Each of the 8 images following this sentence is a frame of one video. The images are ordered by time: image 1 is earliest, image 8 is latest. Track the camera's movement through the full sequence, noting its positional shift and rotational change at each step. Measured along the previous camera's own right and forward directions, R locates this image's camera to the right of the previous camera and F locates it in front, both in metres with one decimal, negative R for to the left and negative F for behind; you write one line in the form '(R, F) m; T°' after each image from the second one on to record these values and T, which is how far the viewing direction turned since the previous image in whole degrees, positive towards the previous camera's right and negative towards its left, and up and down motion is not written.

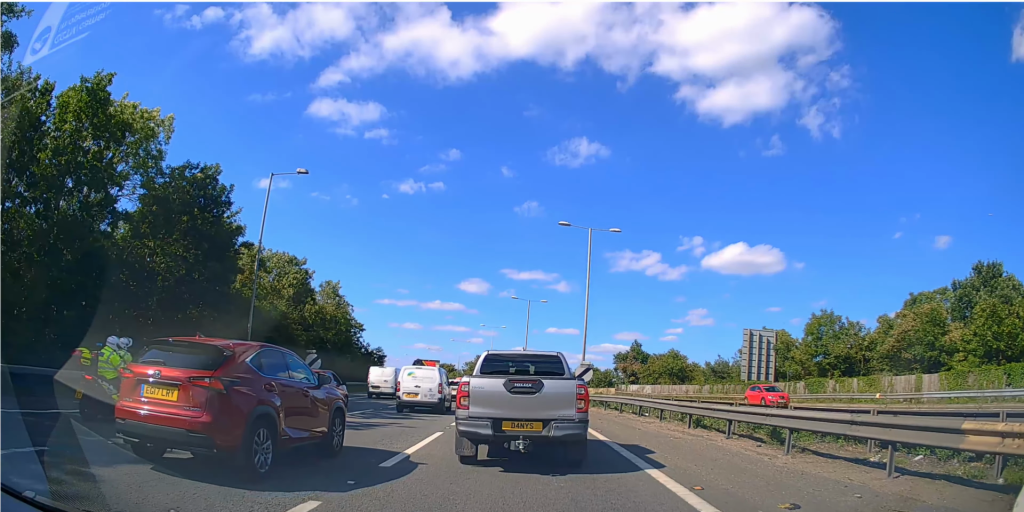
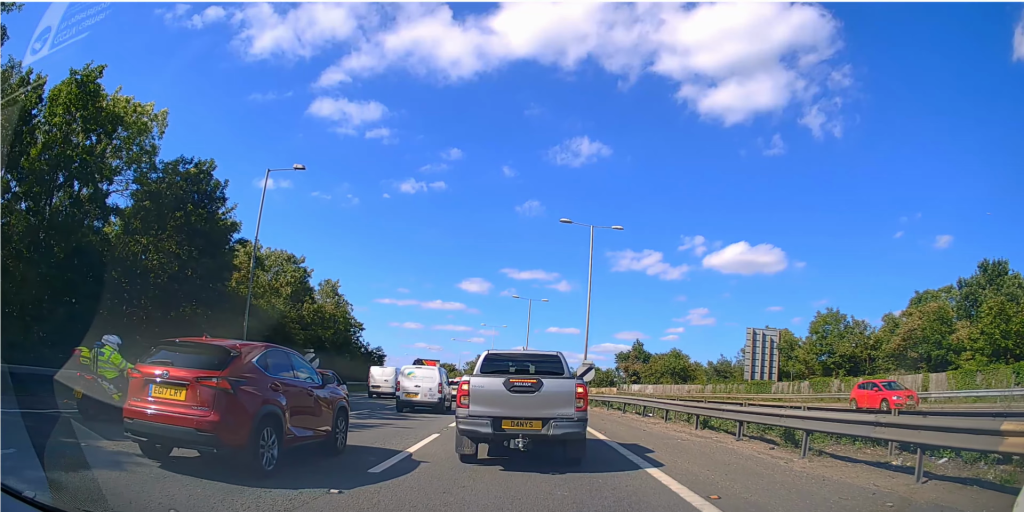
(0.0, +0.2) m; 0°
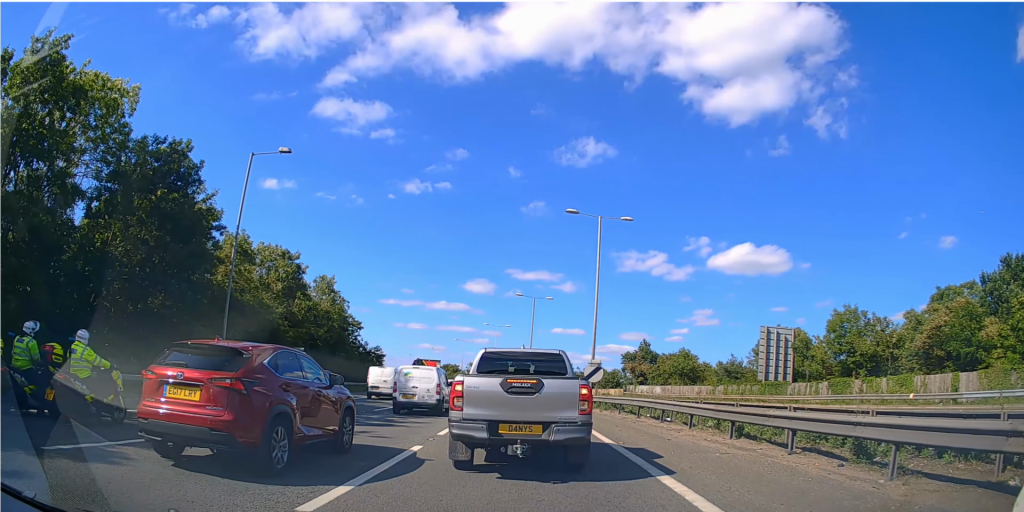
(+0.1, +1.4) m; 0°
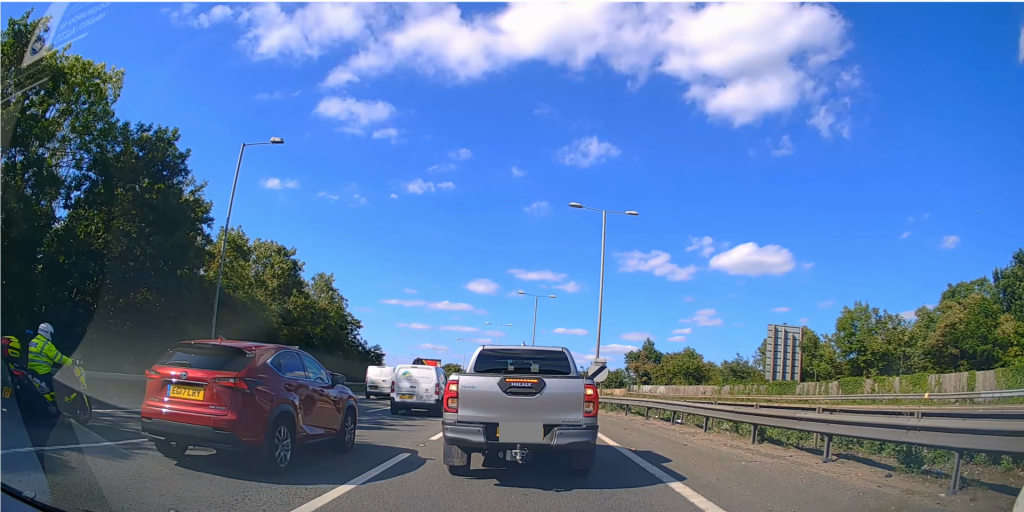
(+0.1, +0.9) m; 0°
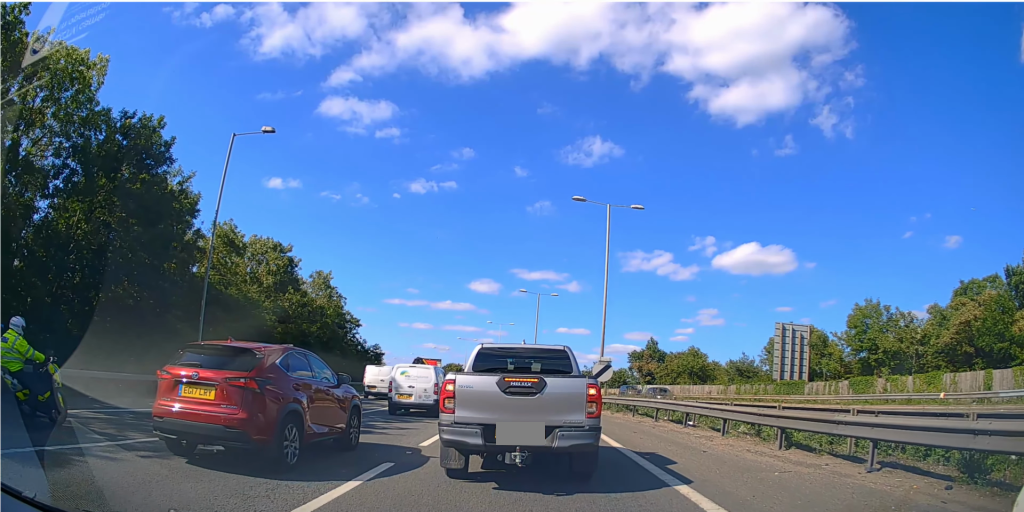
(0.0, +1.3) m; 0°
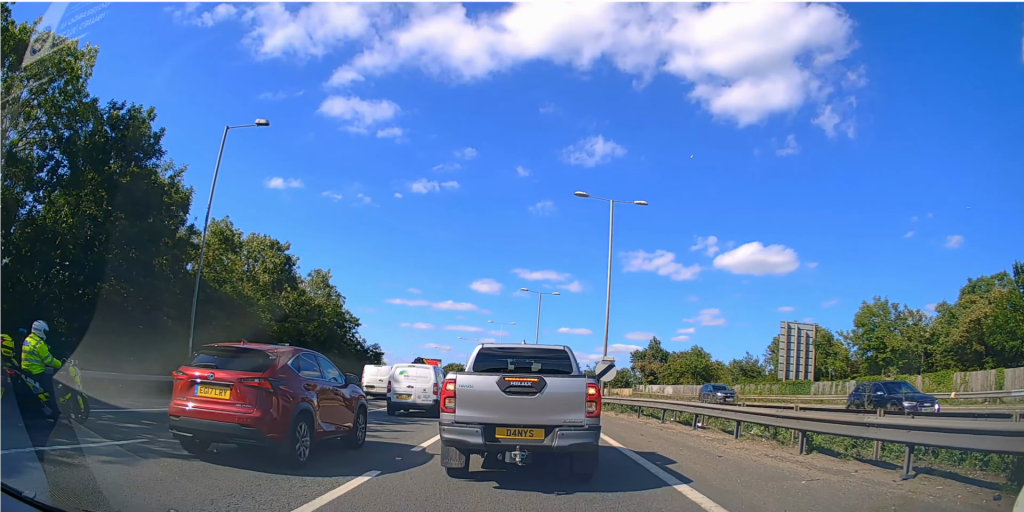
(0.0, +1.2) m; 0°
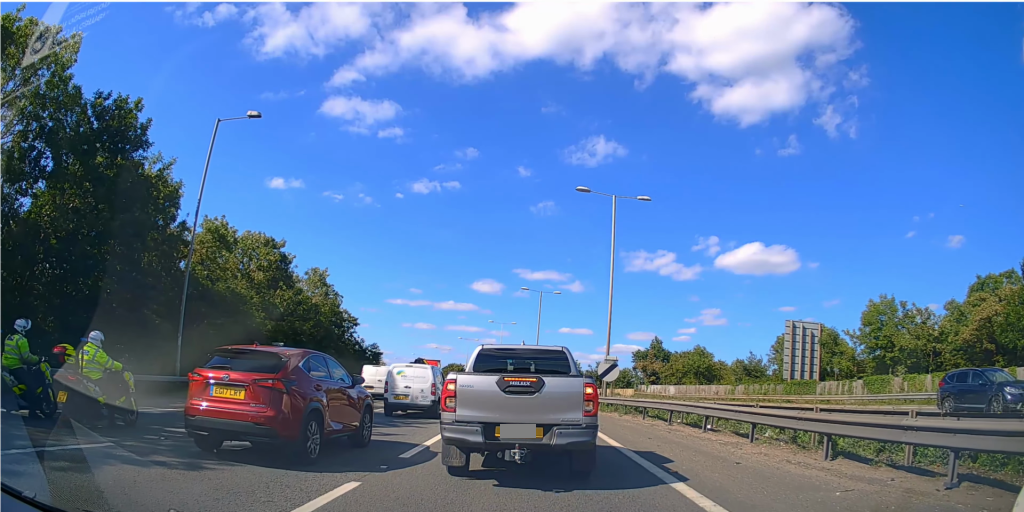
(0.0, +1.3) m; 0°
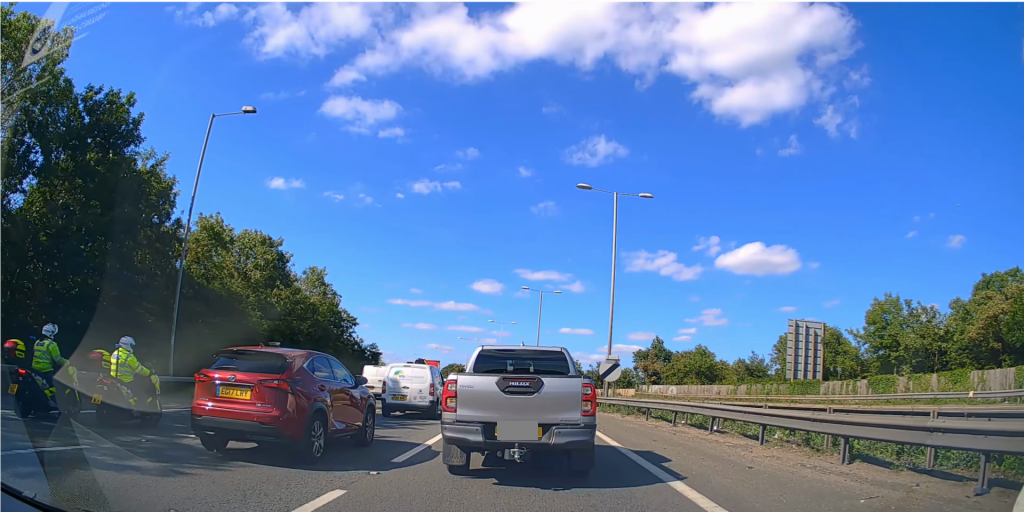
(0.0, +0.7) m; 0°
